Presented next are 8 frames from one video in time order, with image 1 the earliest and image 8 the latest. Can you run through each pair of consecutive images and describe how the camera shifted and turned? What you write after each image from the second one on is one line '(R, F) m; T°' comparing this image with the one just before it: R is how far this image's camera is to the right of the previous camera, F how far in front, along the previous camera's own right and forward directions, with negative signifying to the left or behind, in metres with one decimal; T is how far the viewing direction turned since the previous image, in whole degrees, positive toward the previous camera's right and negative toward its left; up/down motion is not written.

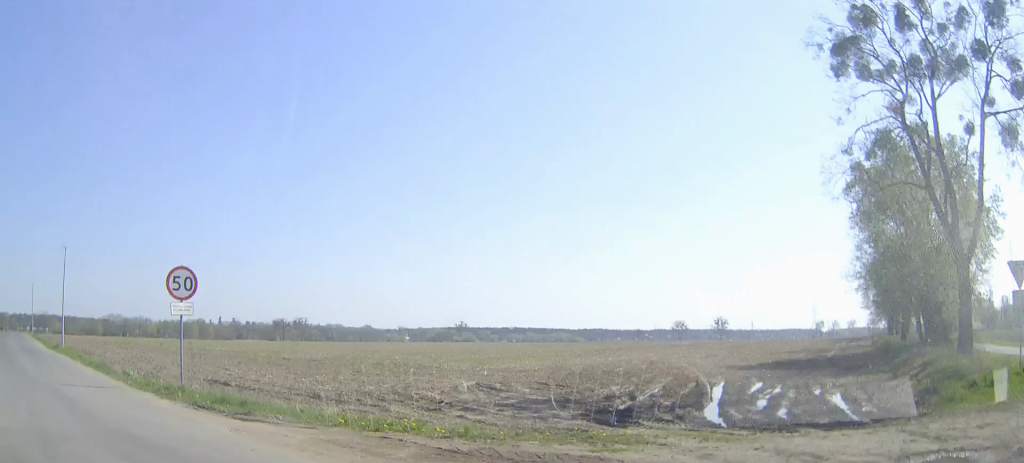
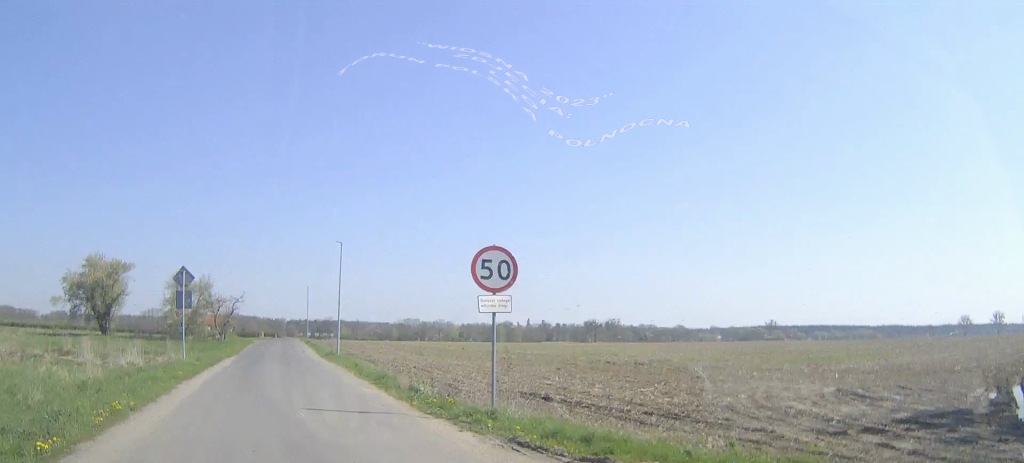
(-1.2, +4.1) m; -23°
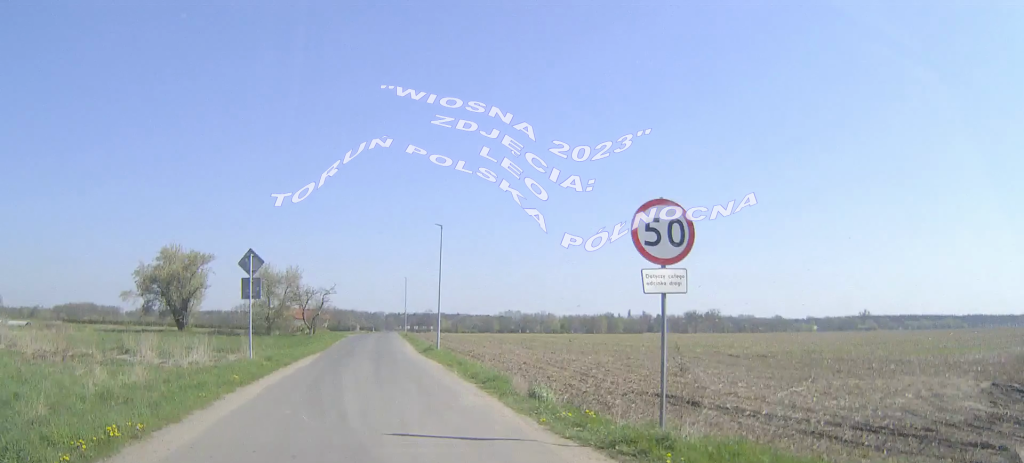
(-0.3, +3.2) m; -8°
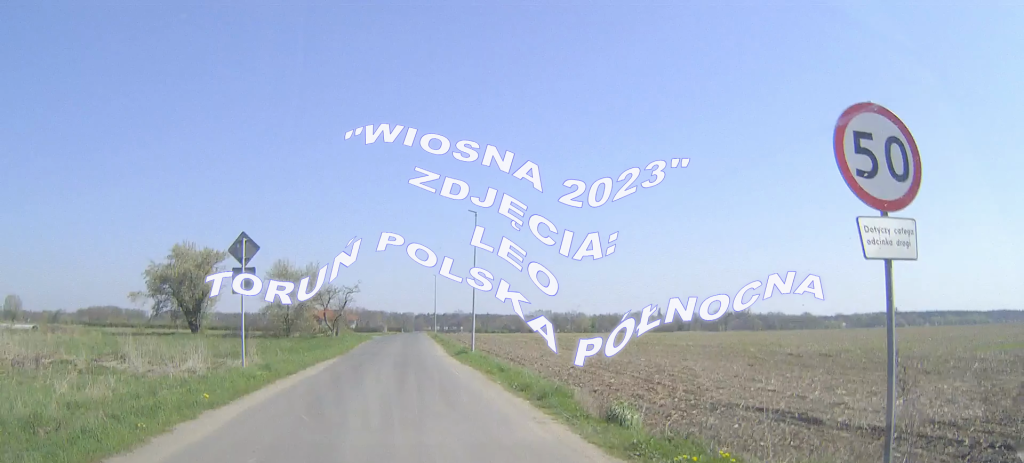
(-0.1, +3.4) m; -3°
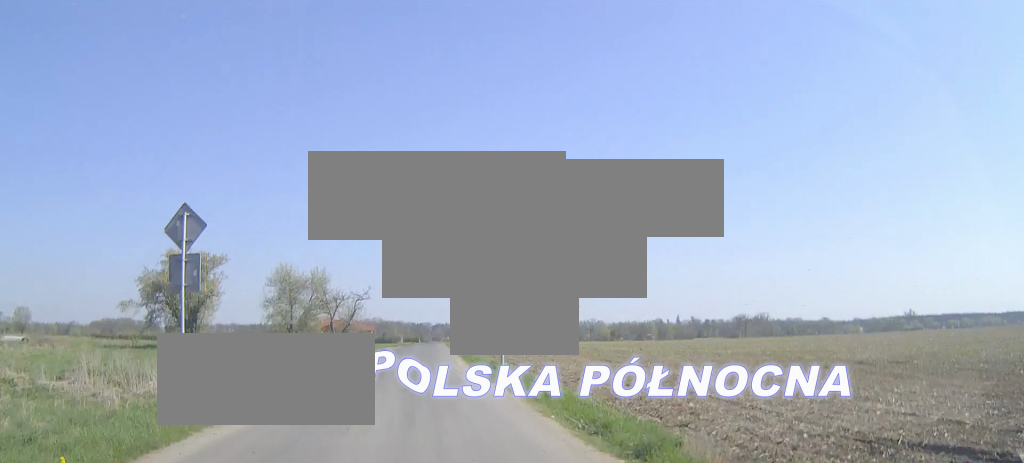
(-0.1, +4.7) m; -2°
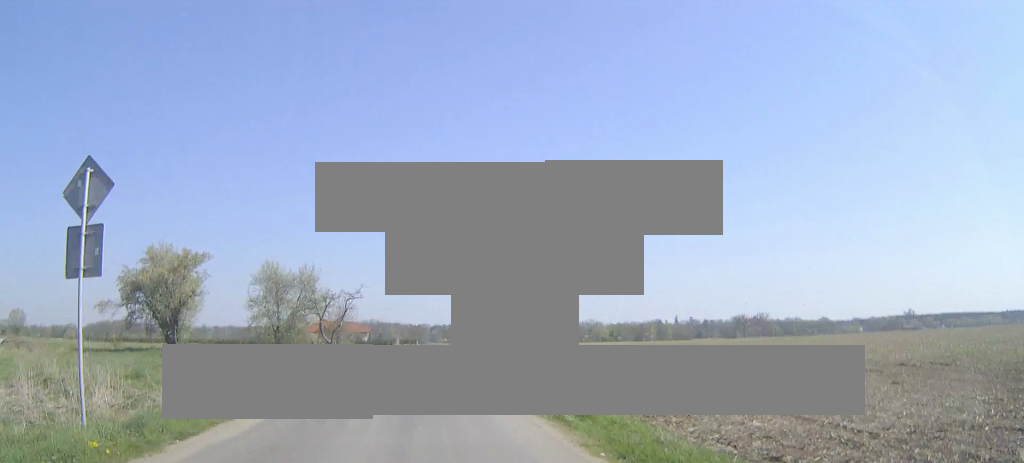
(0.0, +3.4) m; -1°
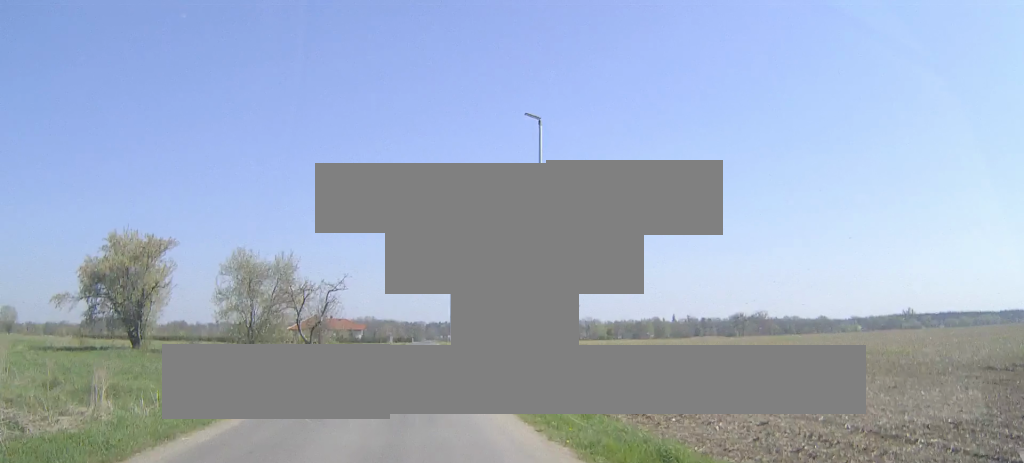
(0.0, +5.9) m; 0°
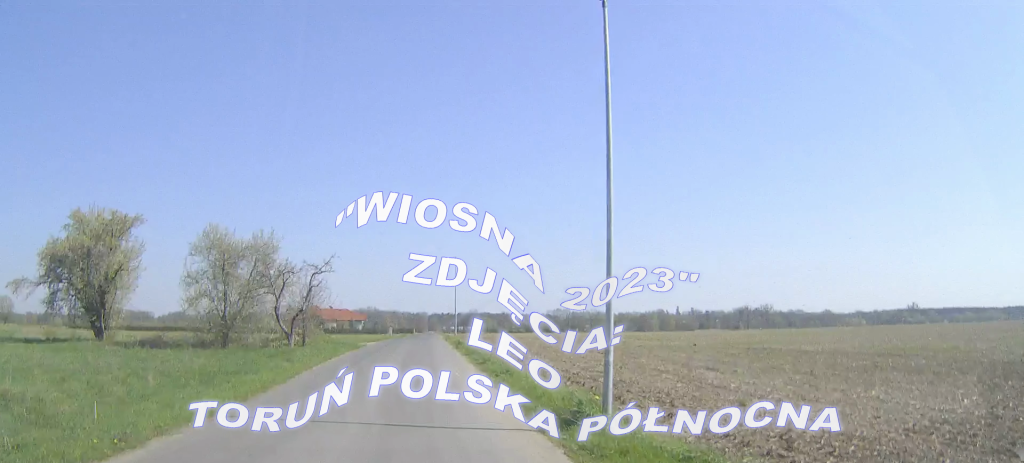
(0.0, +5.6) m; 0°
